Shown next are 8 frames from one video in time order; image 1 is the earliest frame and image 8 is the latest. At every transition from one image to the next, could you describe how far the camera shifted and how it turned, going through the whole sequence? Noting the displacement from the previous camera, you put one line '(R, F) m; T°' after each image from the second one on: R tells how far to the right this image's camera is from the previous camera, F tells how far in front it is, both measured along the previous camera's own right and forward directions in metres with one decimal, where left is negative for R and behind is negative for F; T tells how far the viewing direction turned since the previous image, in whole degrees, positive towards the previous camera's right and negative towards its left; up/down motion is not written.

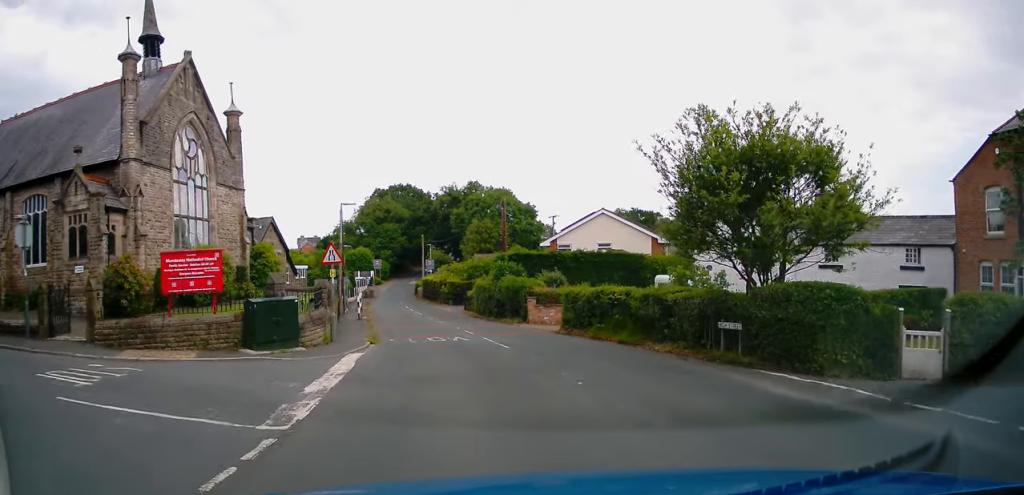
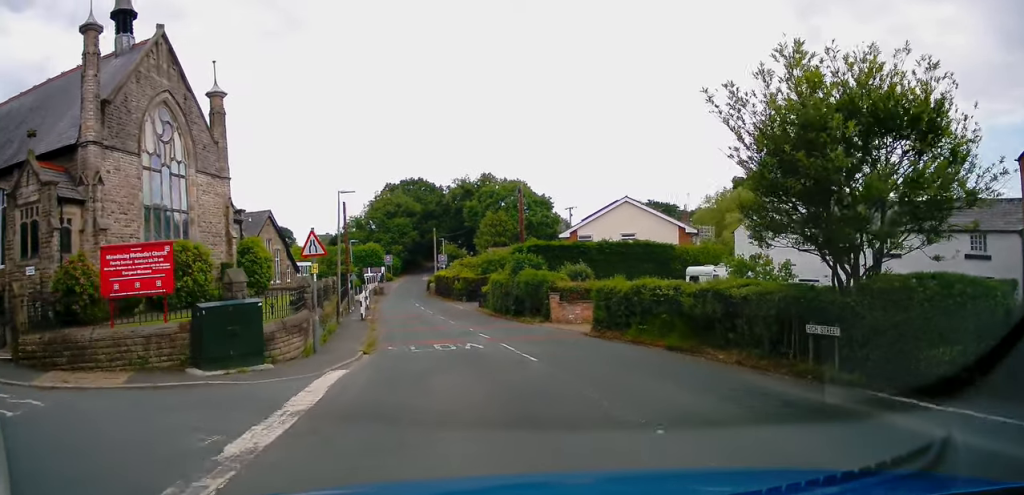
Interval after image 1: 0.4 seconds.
(-0.1, +3.3) m; -3°
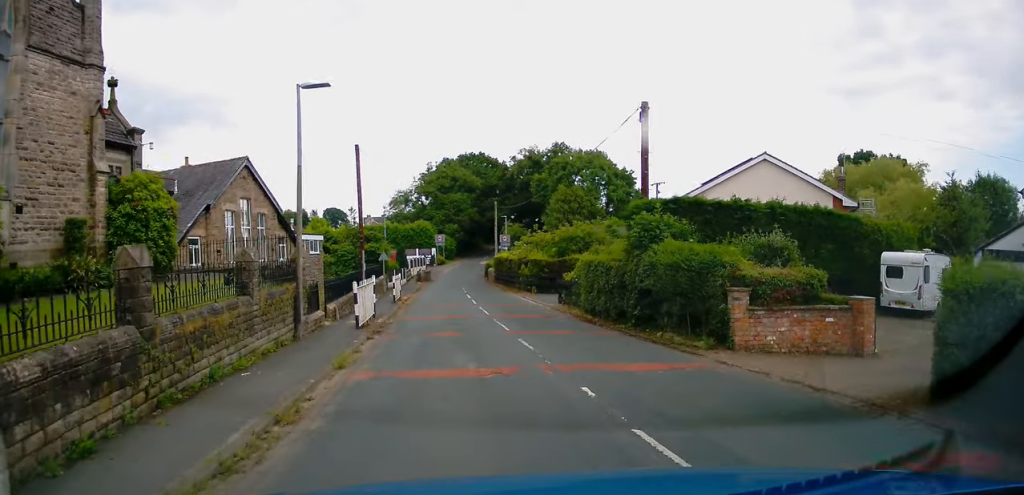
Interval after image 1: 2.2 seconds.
(-0.7, +13.9) m; -4°
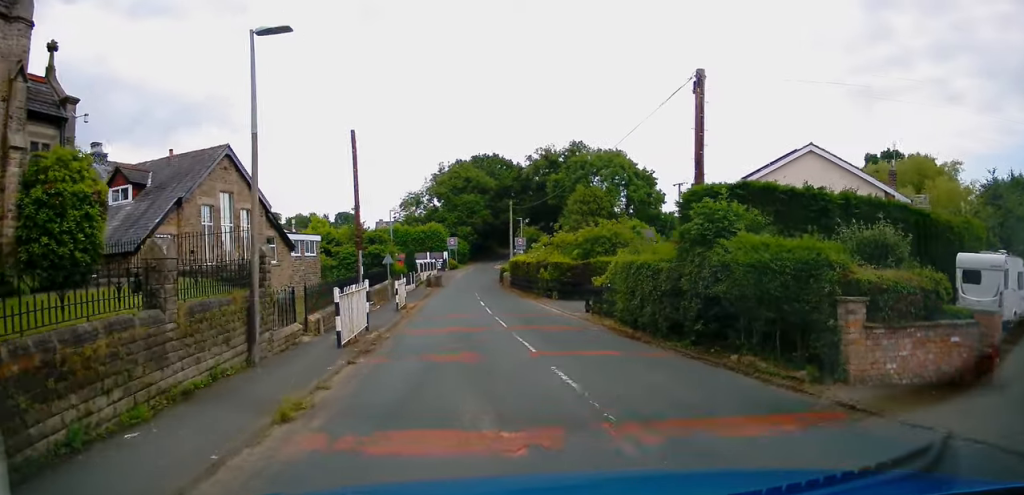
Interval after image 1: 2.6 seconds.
(+0.1, +3.5) m; -1°
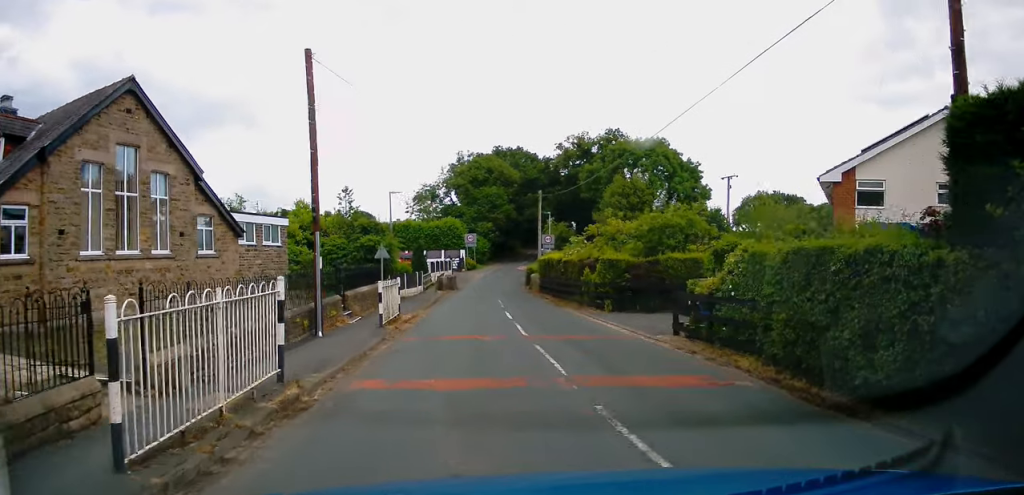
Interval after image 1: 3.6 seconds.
(-0.4, +8.9) m; -5°
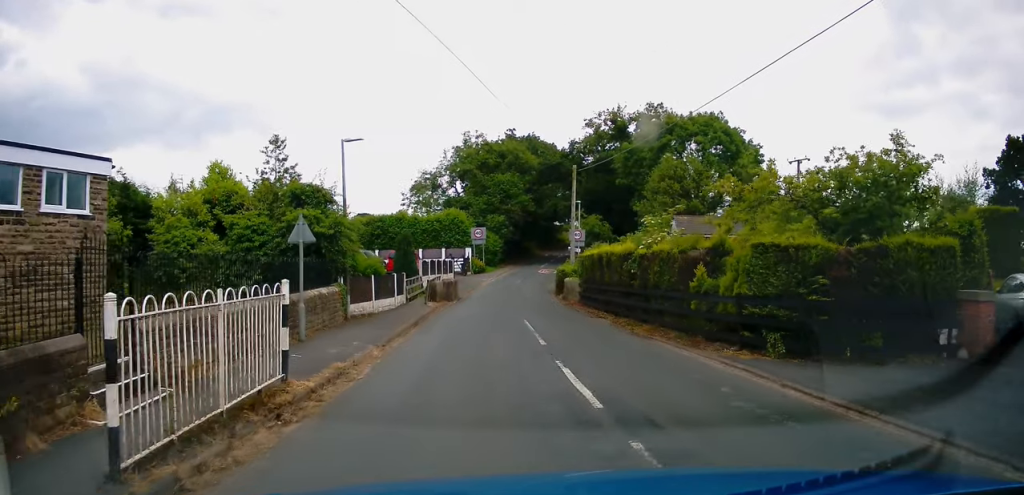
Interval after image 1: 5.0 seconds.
(-0.3, +13.4) m; +1°
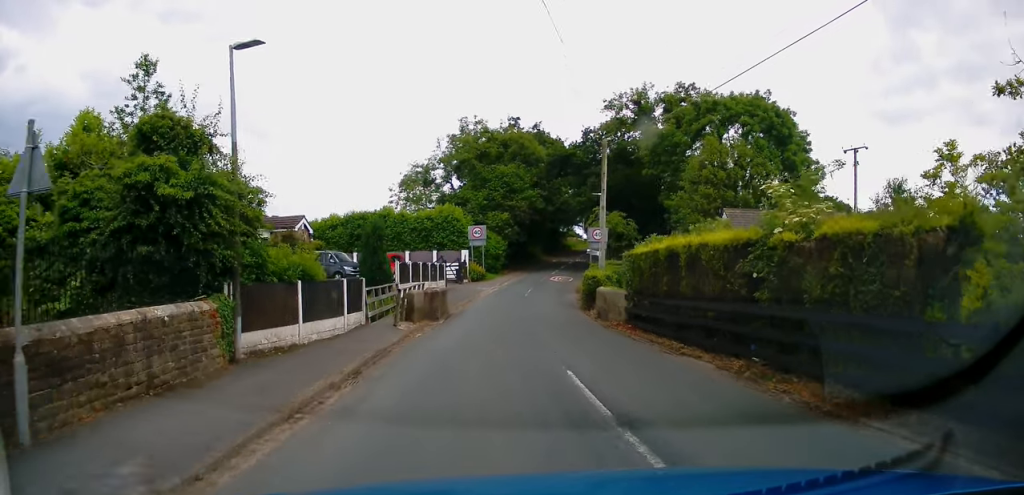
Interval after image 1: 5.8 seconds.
(+0.4, +9.0) m; +1°
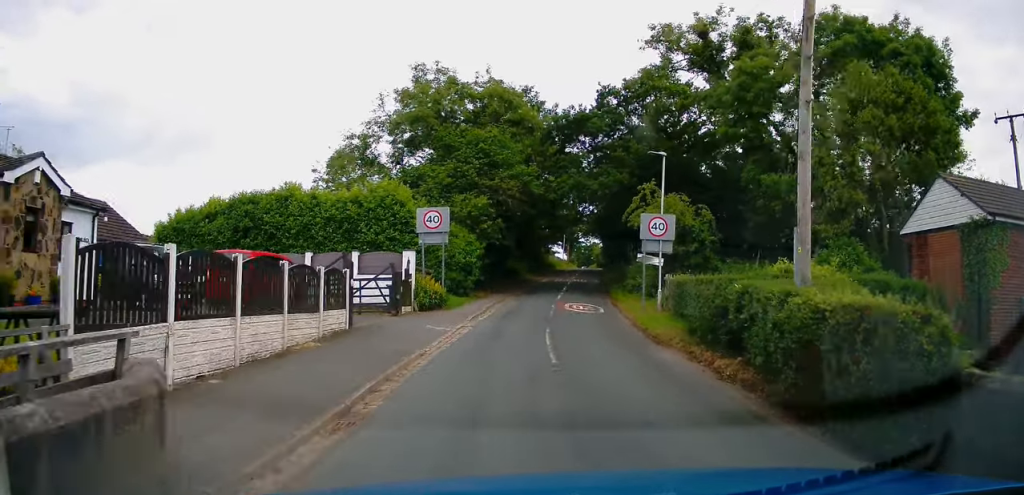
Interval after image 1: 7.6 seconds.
(-0.1, +19.3) m; +2°
